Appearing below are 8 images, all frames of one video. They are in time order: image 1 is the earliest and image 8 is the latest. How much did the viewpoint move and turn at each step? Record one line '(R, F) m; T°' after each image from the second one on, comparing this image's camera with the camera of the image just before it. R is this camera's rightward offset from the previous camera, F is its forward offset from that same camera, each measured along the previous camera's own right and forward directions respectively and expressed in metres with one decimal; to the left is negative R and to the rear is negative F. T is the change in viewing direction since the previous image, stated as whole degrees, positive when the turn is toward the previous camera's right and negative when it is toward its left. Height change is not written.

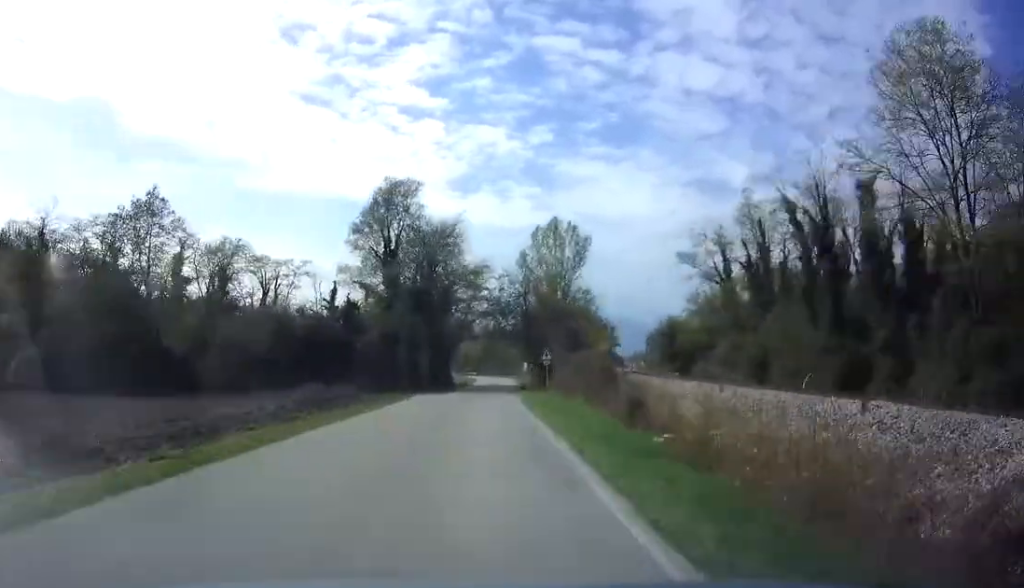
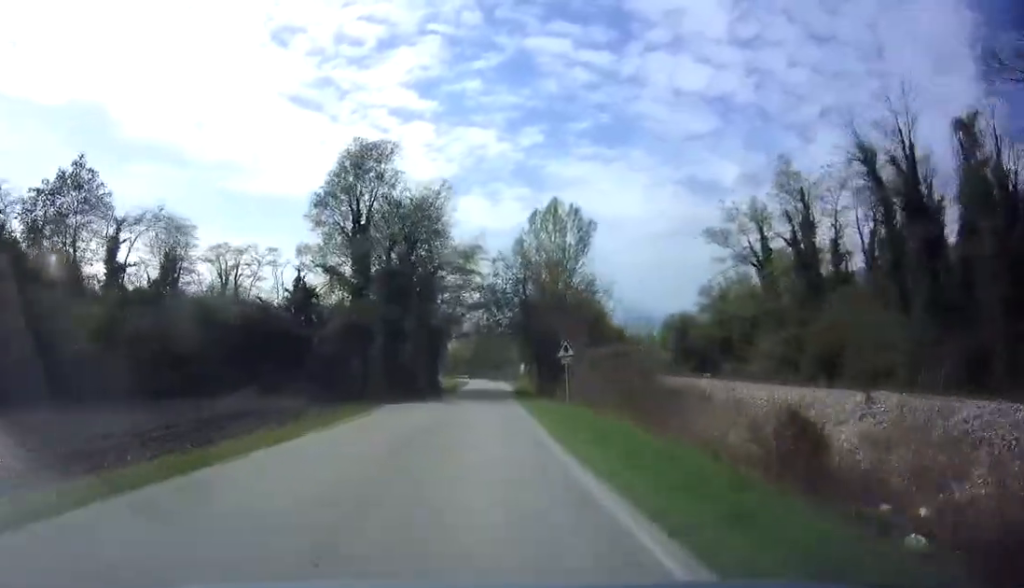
(-0.1, +9.9) m; +1°
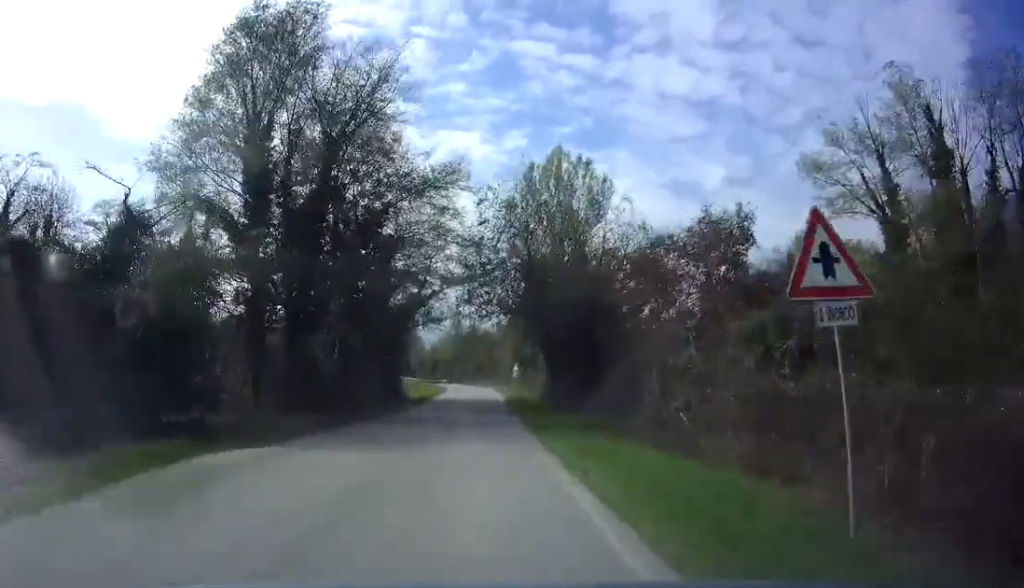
(+0.4, +17.0) m; +2°
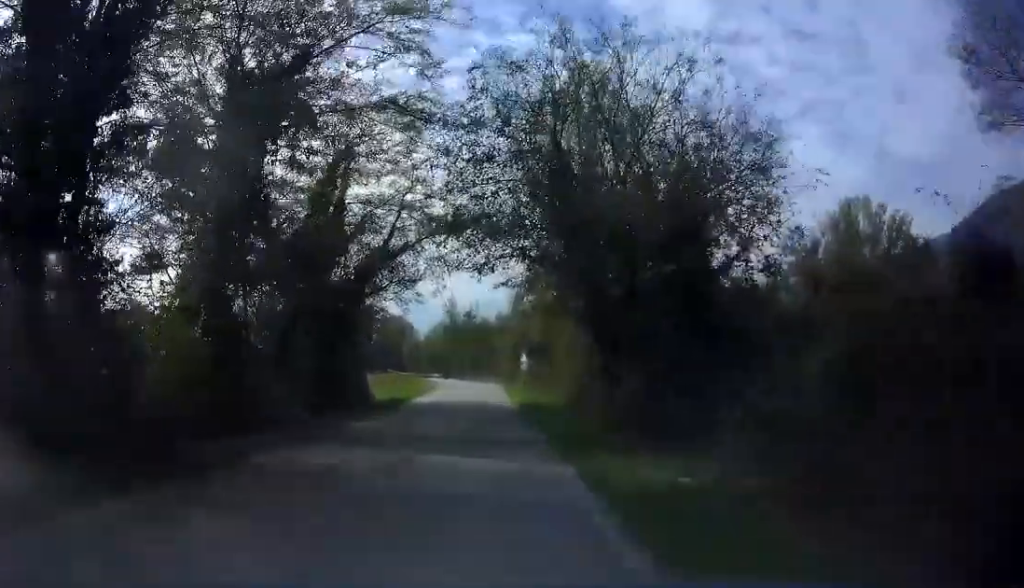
(+0.3, +13.0) m; +1°
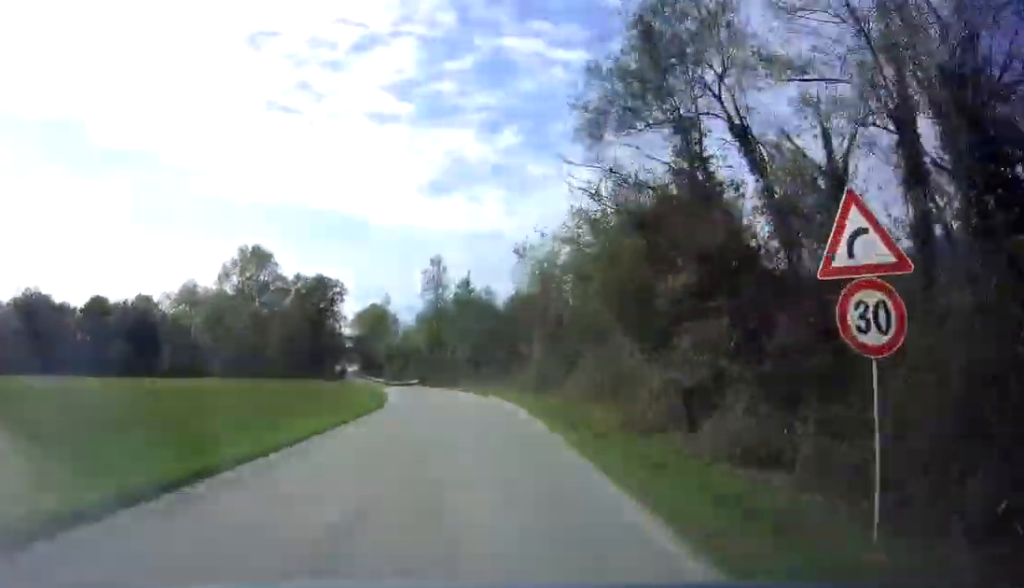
(0.0, +37.7) m; -1°
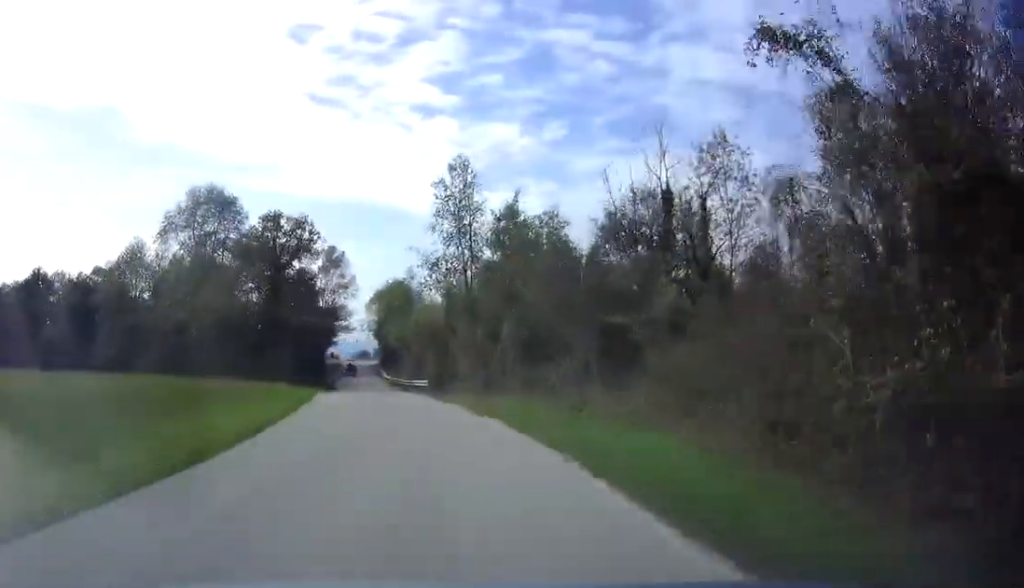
(-0.9, +26.5) m; -7°
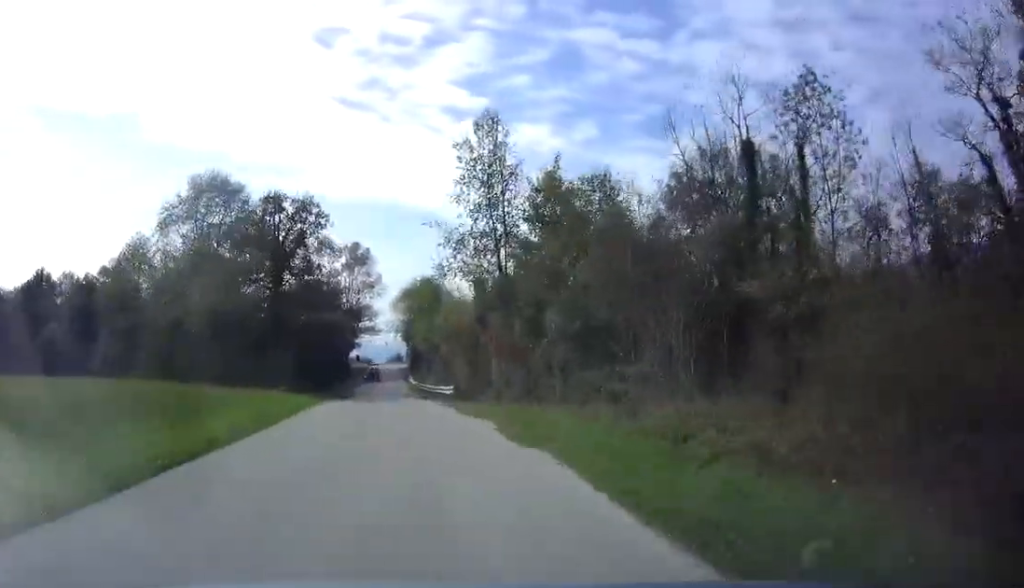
(-0.4, +6.0) m; -3°
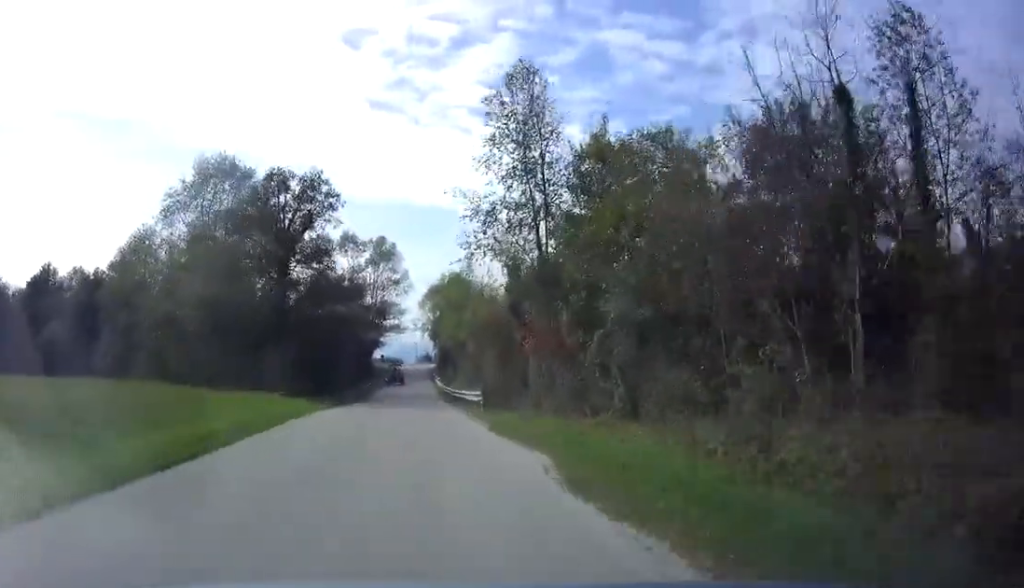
(-0.1, +4.9) m; -2°
